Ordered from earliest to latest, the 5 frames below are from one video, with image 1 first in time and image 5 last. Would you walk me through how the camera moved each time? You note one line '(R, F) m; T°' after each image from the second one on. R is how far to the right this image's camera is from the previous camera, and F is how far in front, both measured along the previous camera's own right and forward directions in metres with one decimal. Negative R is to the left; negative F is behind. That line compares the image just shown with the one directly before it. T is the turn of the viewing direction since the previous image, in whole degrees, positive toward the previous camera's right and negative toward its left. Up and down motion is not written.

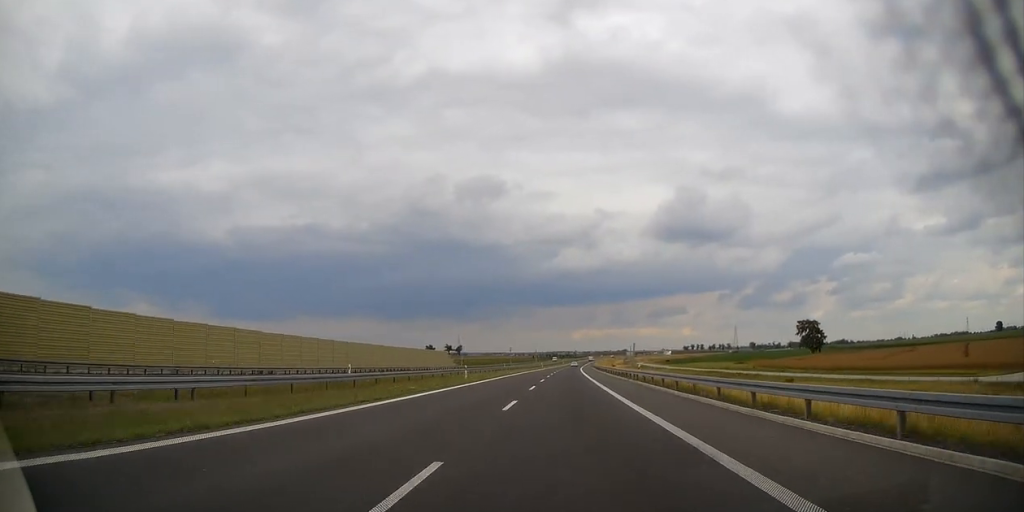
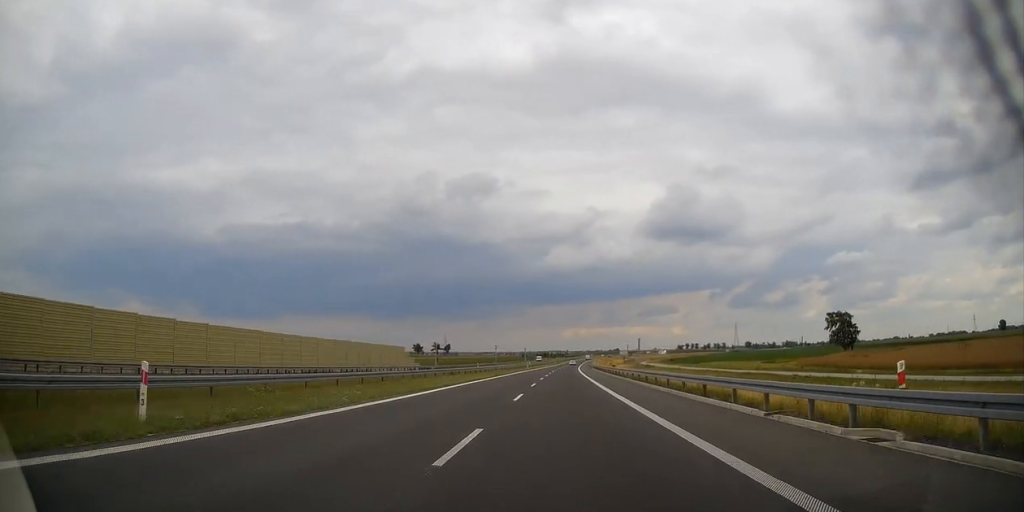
(-0.1, +34.3) m; +1°
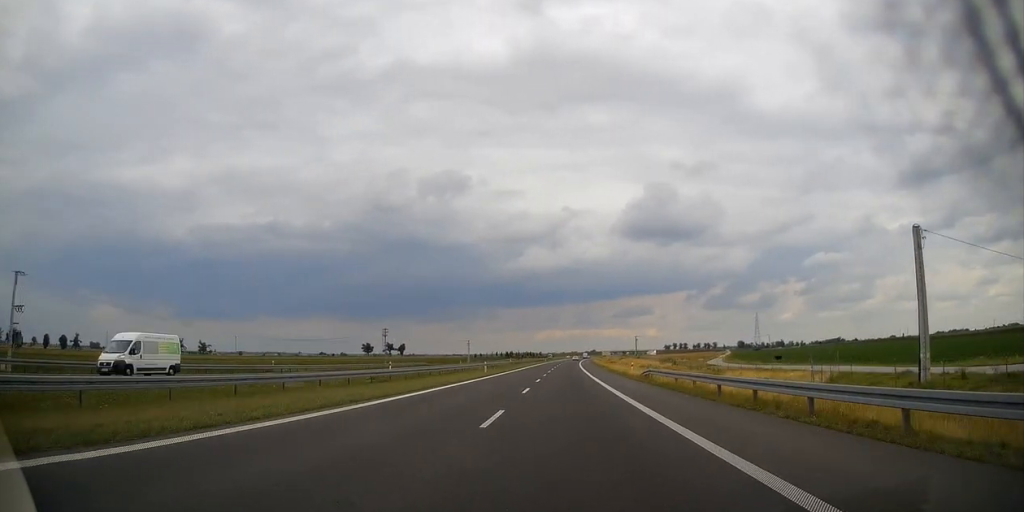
(+3.9, +154.4) m; +3°
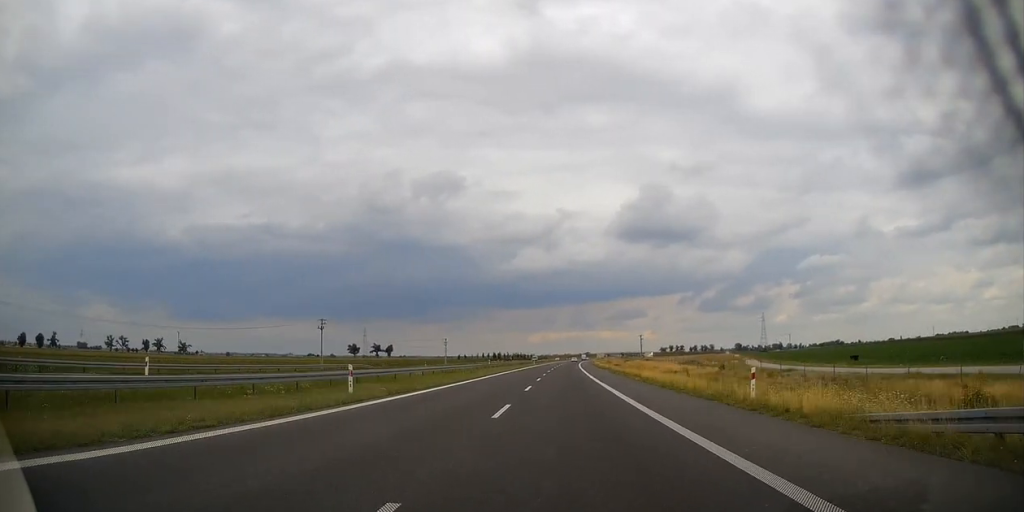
(+0.3, +34.5) m; +1°
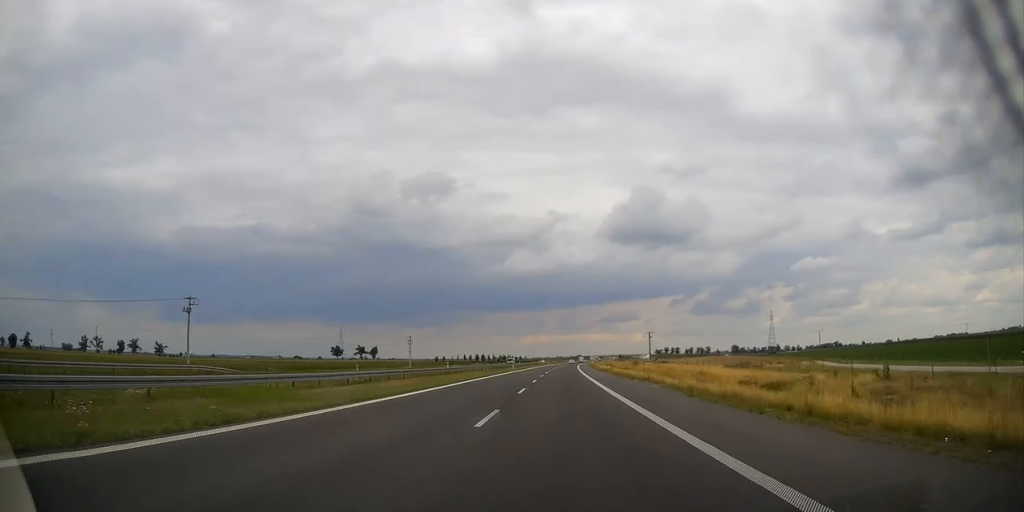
(+0.1, +37.1) m; 0°
